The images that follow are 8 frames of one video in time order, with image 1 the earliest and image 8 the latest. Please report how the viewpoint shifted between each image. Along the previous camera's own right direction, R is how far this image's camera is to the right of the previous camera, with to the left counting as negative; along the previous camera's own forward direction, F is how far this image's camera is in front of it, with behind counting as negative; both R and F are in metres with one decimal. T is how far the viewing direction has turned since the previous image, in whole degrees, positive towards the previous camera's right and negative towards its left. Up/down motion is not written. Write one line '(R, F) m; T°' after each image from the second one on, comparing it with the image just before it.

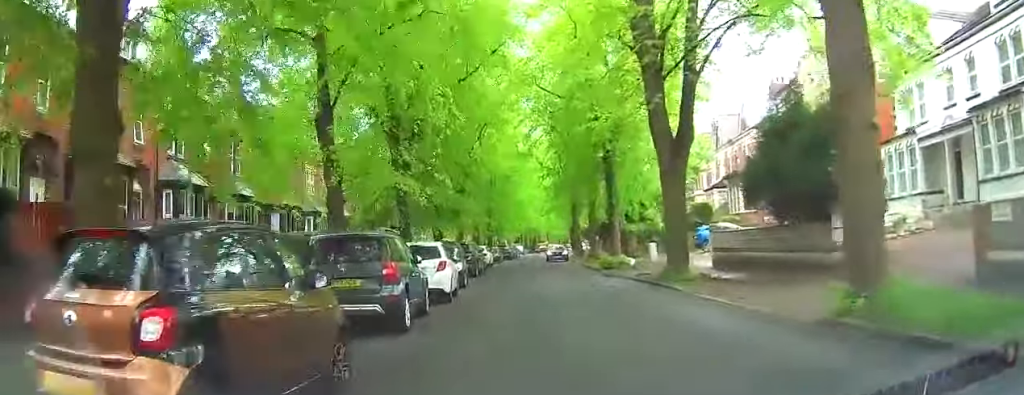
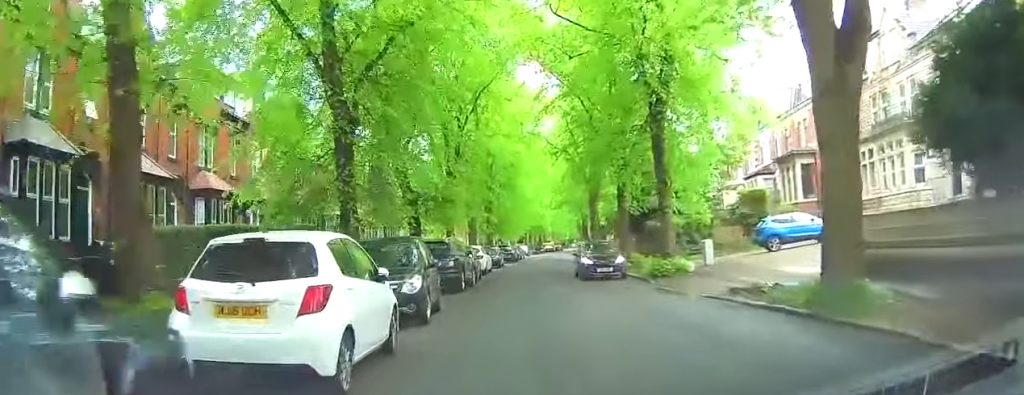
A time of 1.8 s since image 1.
(+1.1, +10.9) m; +7°
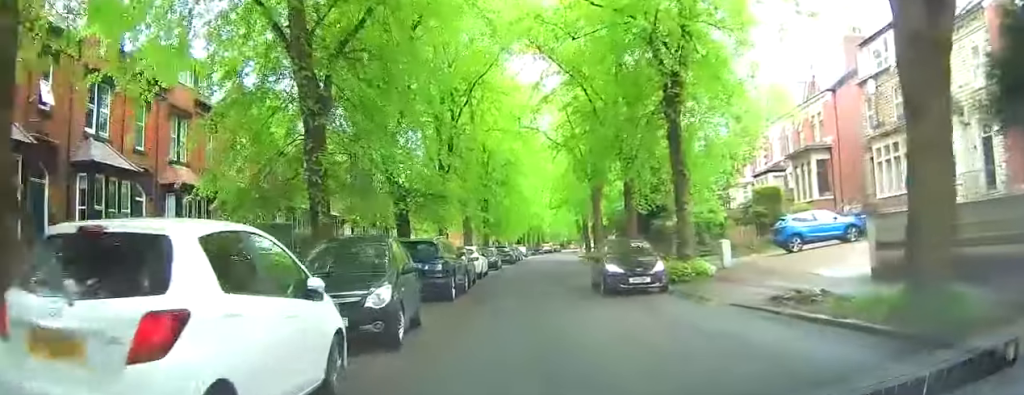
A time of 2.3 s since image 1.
(-0.2, +2.9) m; +1°
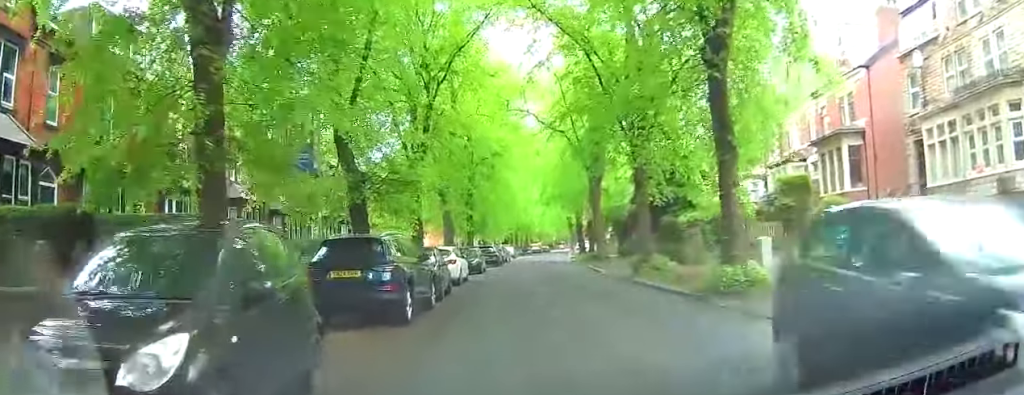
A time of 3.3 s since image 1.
(+0.4, +5.8) m; +2°
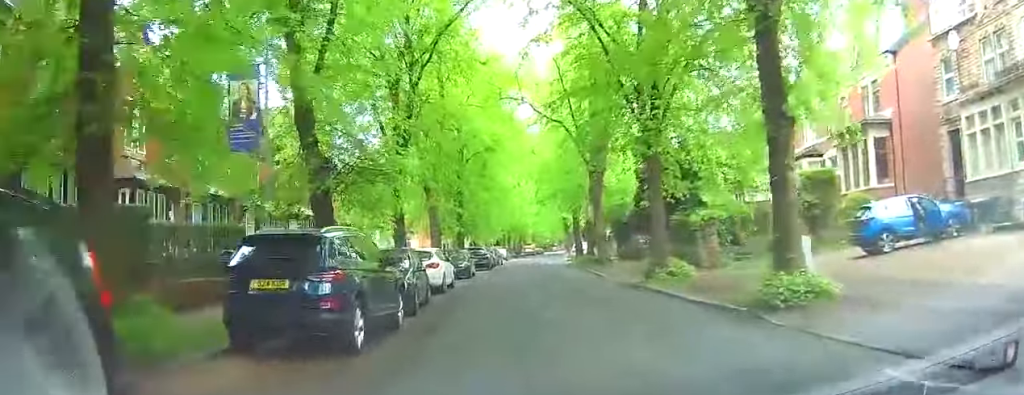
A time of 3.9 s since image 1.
(-0.2, +4.1) m; -3°
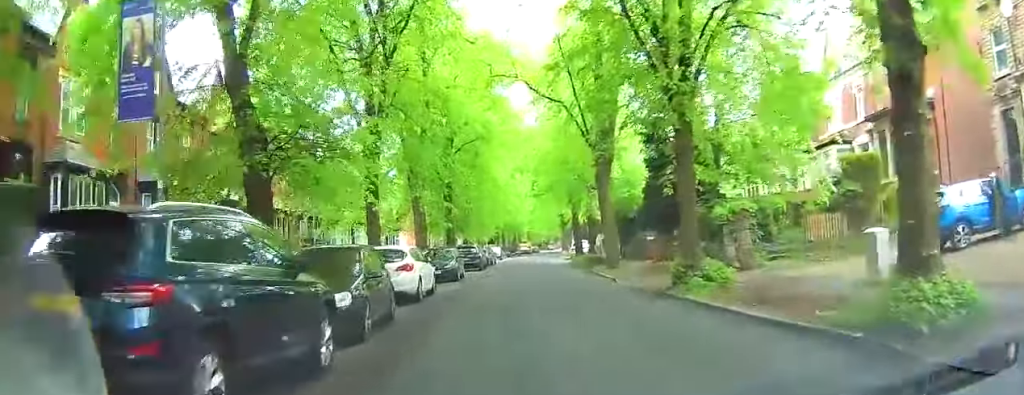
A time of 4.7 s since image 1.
(-0.2, +5.2) m; -4°
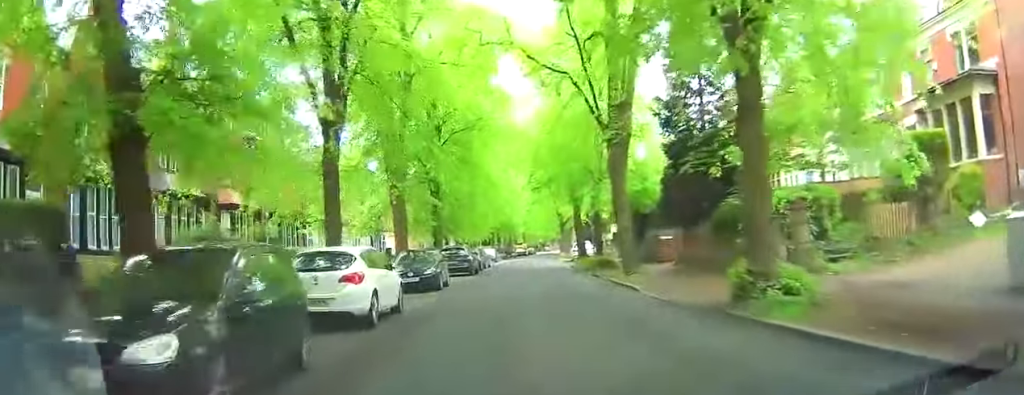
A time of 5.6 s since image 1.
(-0.2, +5.8) m; +2°
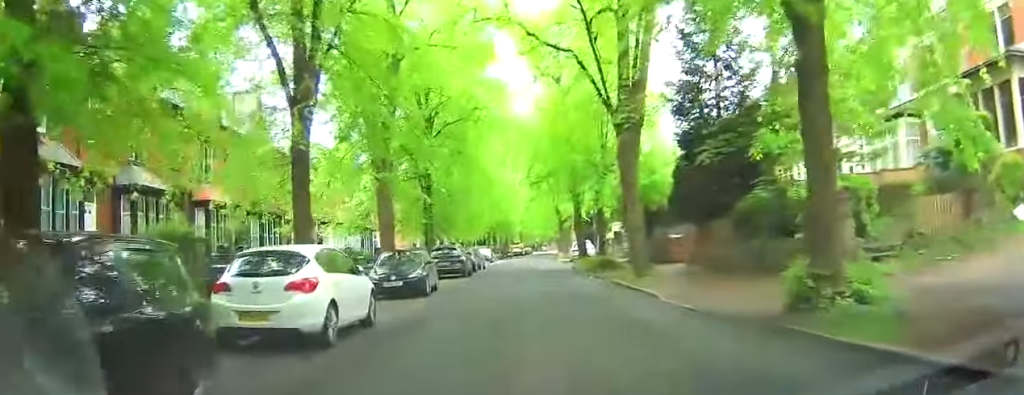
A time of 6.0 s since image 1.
(-0.3, +3.0) m; +7°
